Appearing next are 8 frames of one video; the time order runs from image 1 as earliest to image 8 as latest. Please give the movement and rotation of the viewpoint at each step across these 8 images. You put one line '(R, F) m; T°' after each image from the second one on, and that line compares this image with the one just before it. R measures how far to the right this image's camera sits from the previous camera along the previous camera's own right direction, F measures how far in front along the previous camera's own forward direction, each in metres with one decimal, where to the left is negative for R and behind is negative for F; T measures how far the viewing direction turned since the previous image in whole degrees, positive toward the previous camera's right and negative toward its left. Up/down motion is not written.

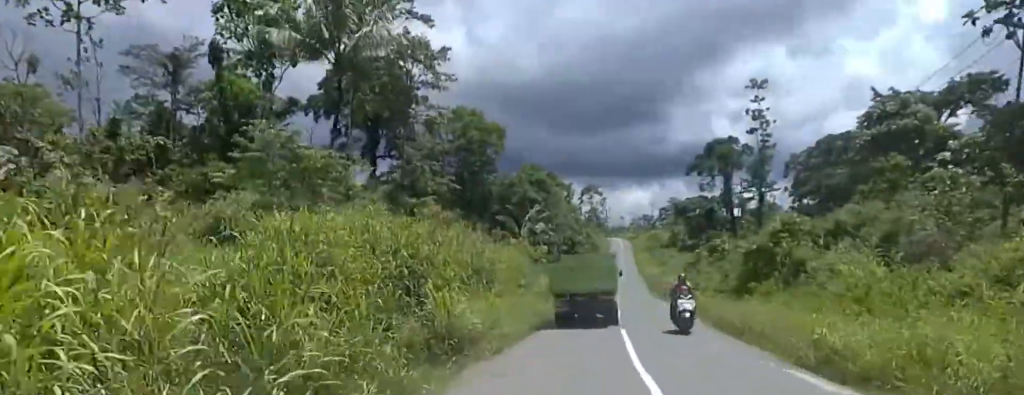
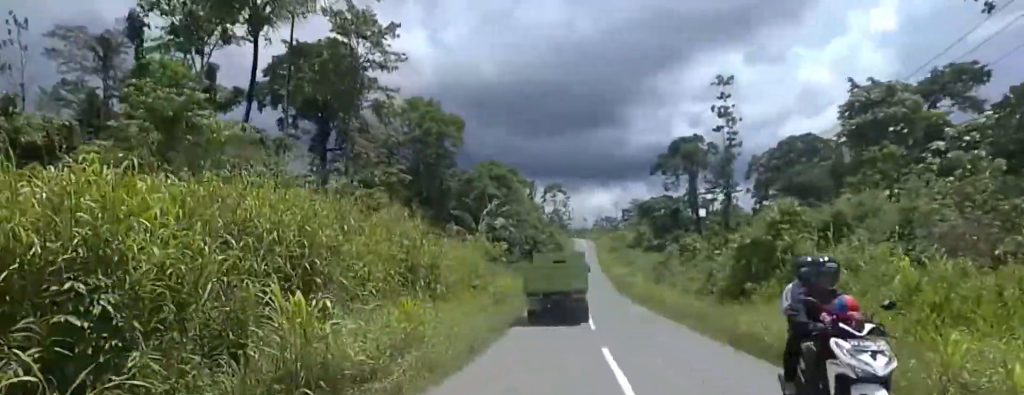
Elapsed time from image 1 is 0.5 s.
(+0.8, +5.1) m; +3°
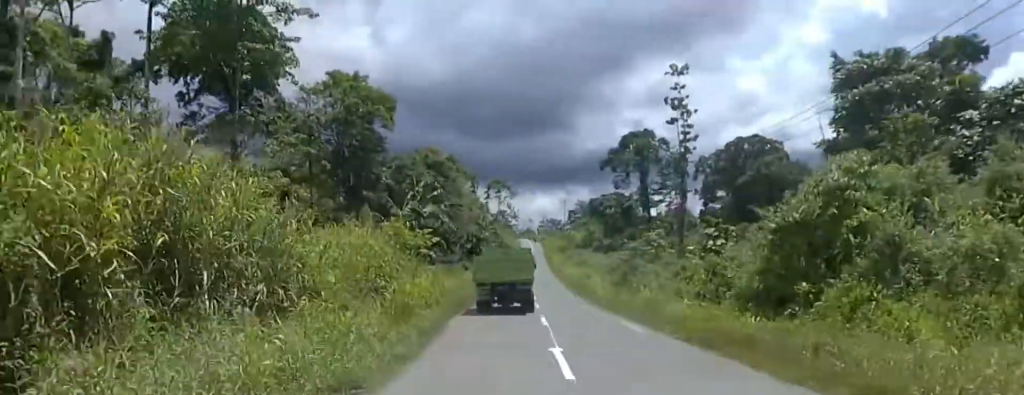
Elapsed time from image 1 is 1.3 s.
(+1.0, +9.5) m; +4°
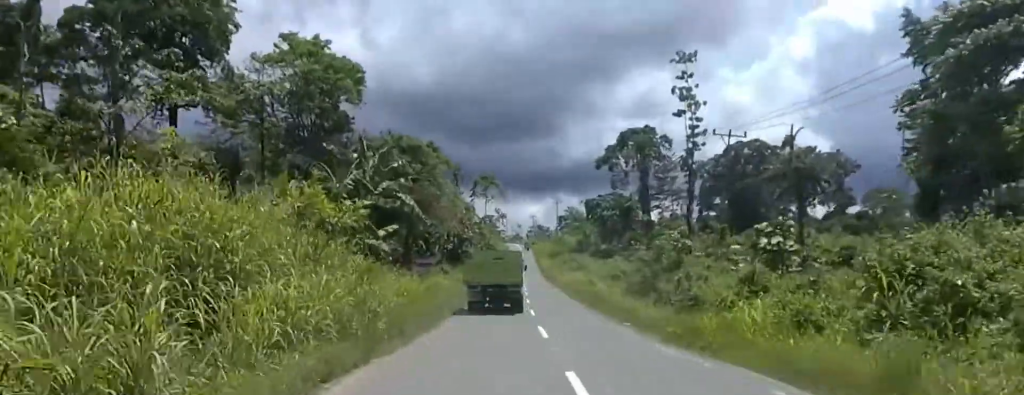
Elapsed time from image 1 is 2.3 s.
(-0.5, +10.8) m; +1°
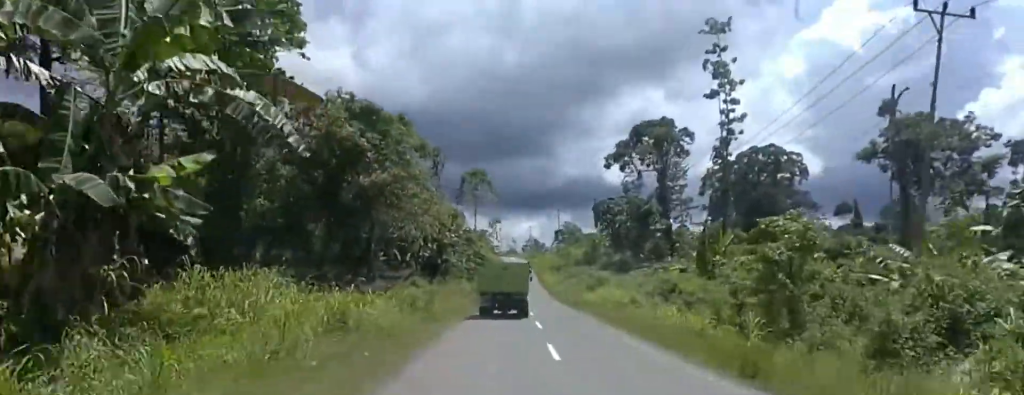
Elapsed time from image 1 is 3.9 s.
(+0.8, +17.1) m; +2°
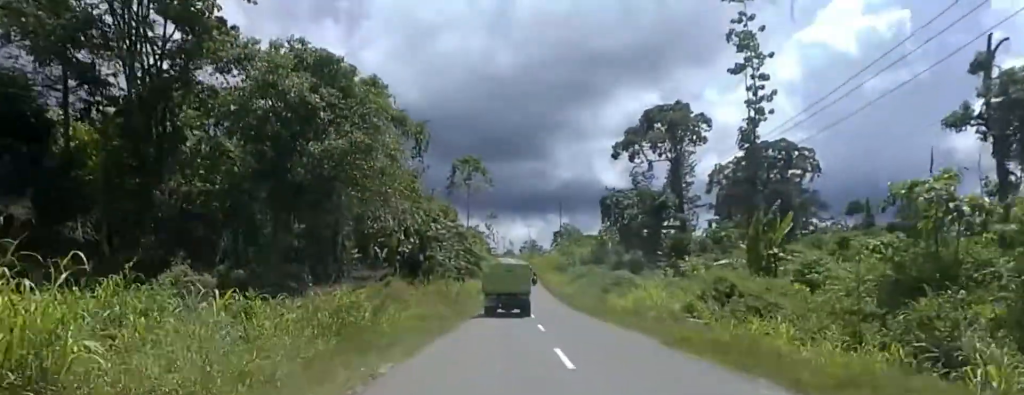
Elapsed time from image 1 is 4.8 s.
(0.0, +9.6) m; 0°
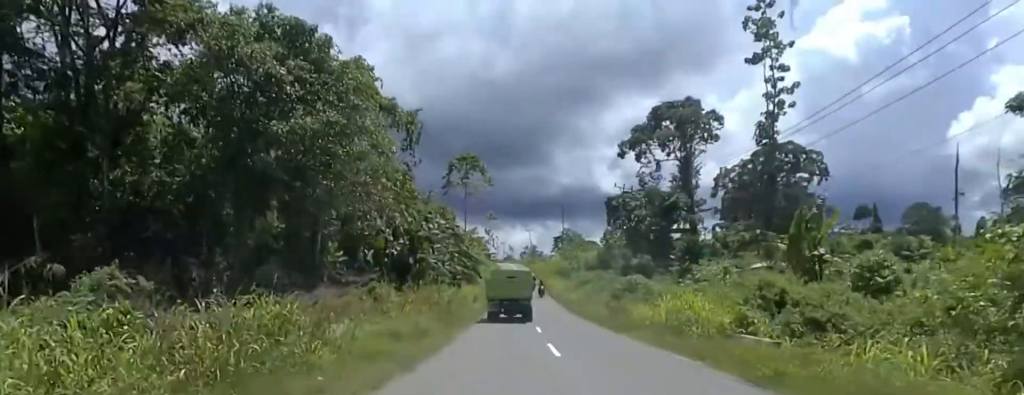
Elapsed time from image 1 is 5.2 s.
(0.0, +4.8) m; 0°
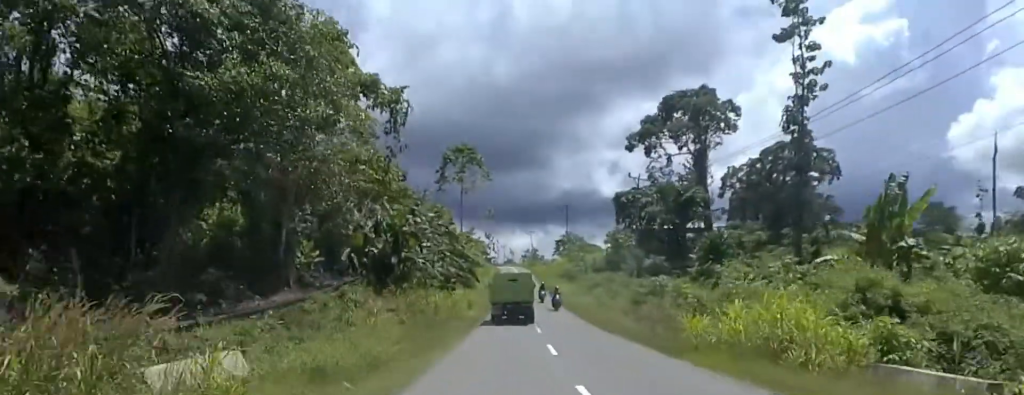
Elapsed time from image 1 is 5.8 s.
(0.0, +6.4) m; 0°
